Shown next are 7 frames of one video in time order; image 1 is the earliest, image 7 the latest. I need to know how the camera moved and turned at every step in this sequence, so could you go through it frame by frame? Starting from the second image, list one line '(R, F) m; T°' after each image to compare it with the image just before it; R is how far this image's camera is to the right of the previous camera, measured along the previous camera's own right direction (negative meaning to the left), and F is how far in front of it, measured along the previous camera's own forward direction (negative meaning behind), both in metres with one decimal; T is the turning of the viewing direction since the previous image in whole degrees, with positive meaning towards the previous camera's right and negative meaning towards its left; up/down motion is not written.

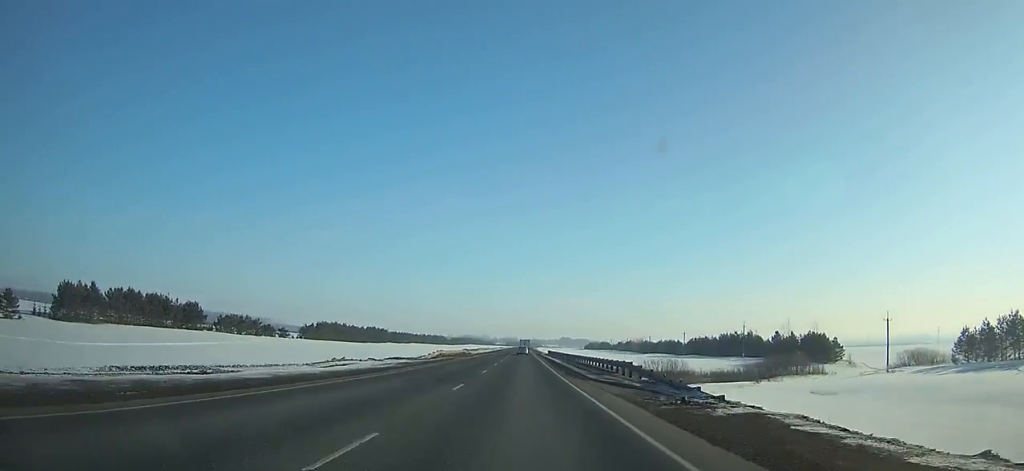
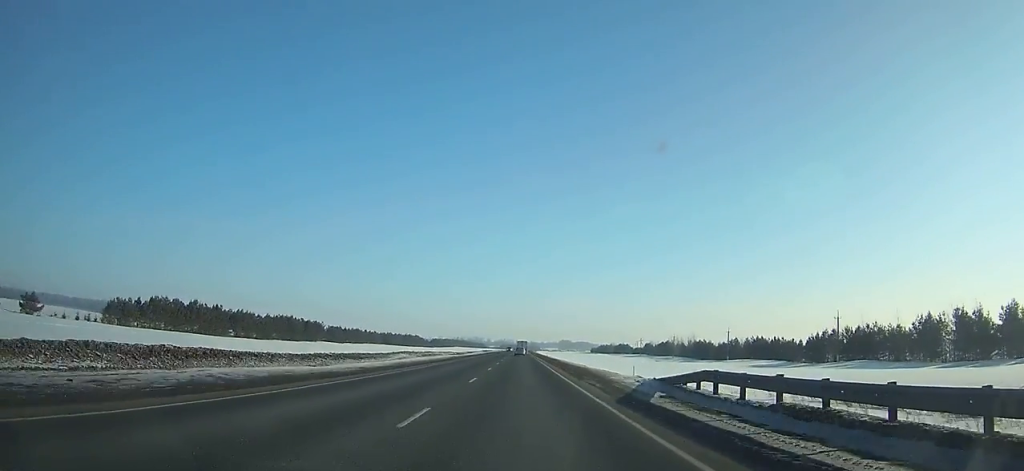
(-0.3, +105.3) m; 0°
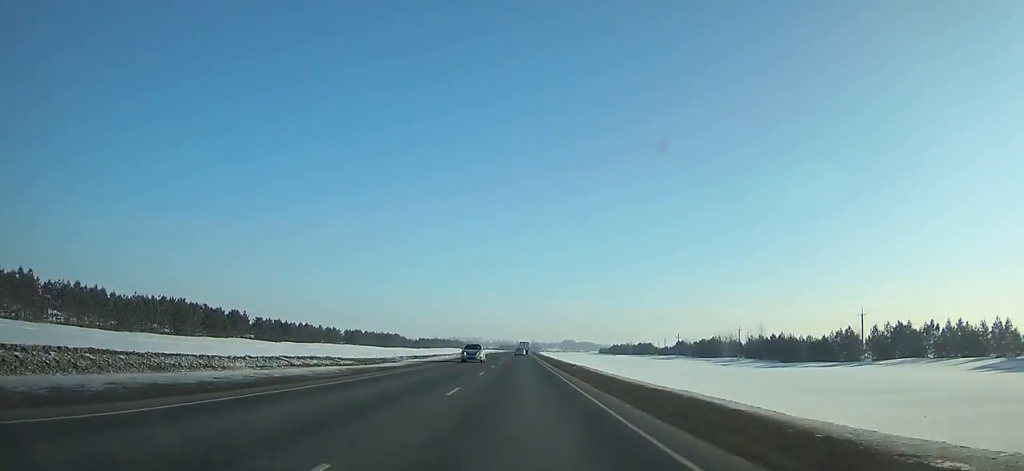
(+0.2, +66.9) m; 0°
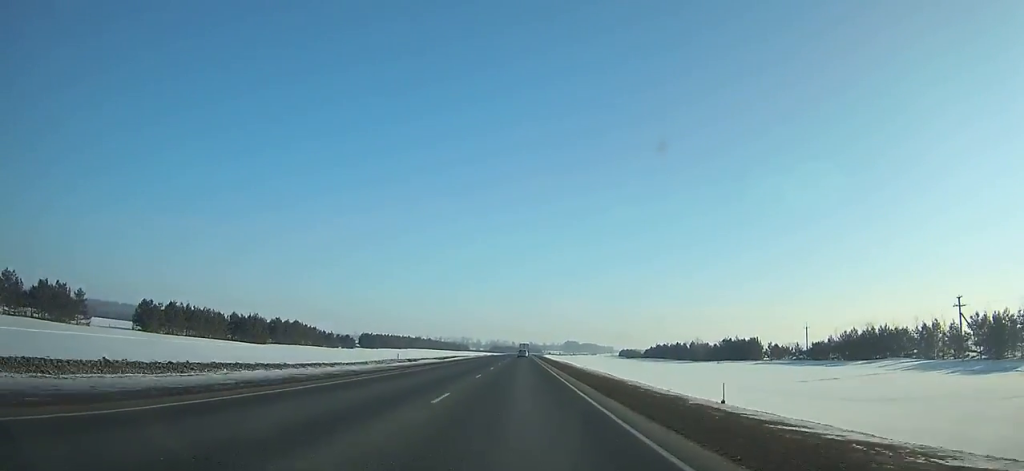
(+0.2, +146.8) m; 0°
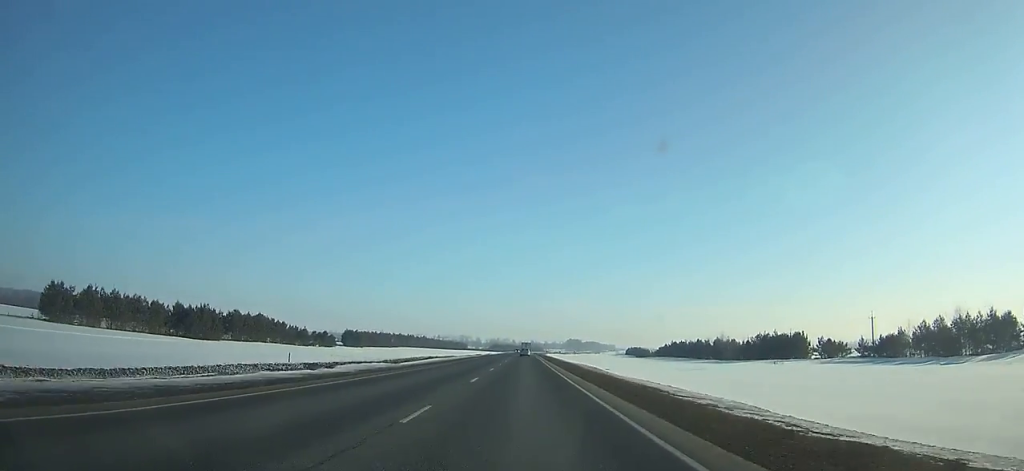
(0.0, +28.2) m; 0°
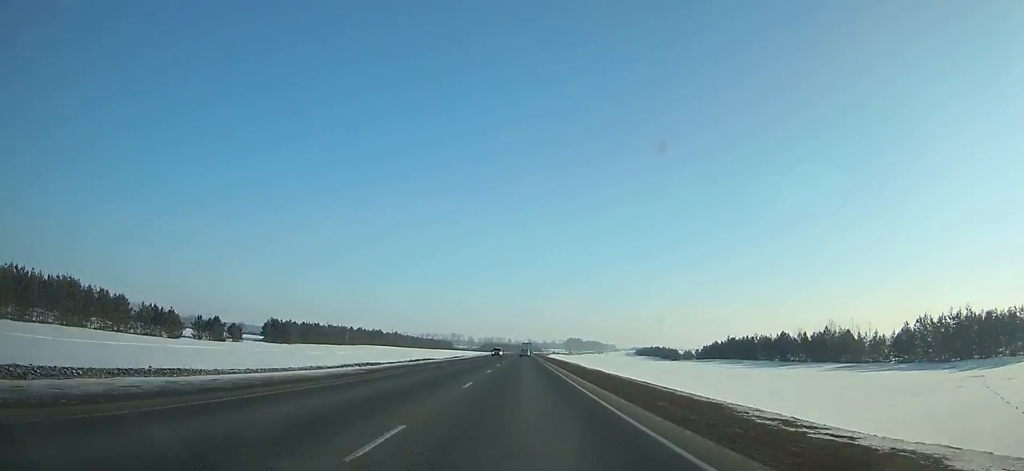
(+0.1, +75.3) m; 0°
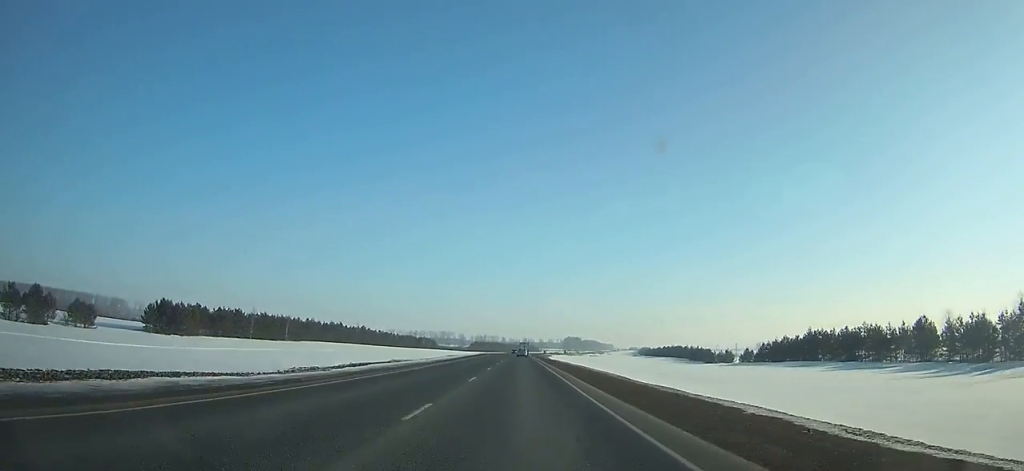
(0.0, +56.5) m; 0°
